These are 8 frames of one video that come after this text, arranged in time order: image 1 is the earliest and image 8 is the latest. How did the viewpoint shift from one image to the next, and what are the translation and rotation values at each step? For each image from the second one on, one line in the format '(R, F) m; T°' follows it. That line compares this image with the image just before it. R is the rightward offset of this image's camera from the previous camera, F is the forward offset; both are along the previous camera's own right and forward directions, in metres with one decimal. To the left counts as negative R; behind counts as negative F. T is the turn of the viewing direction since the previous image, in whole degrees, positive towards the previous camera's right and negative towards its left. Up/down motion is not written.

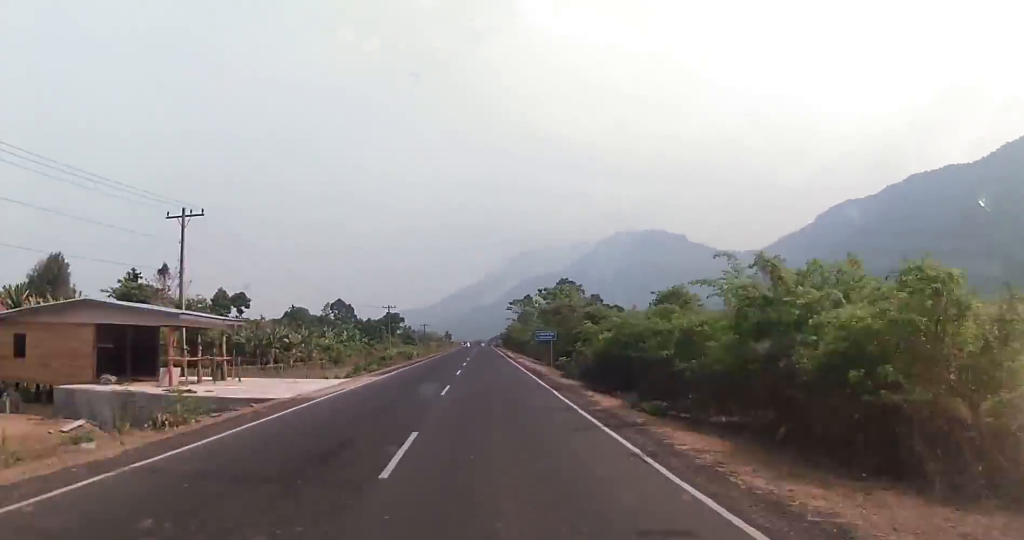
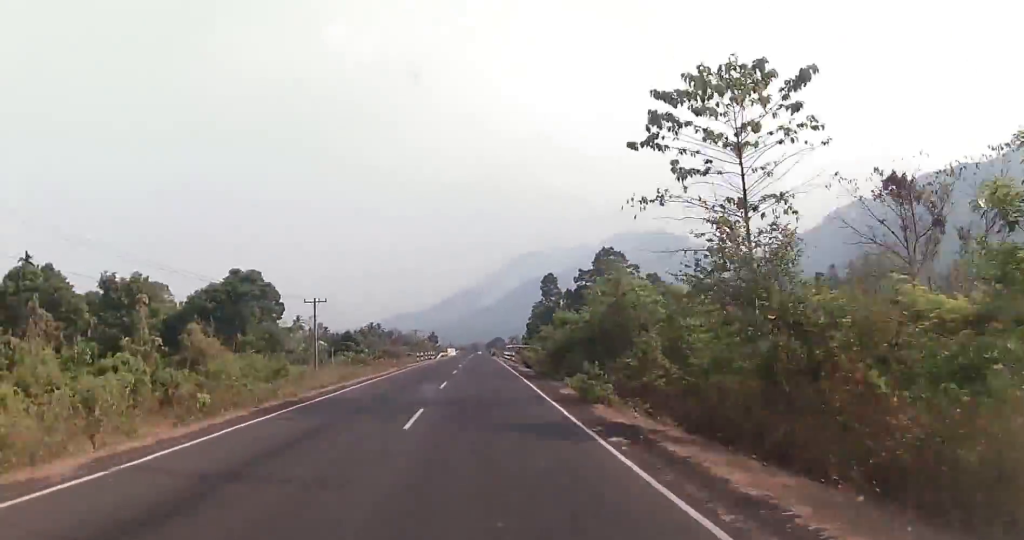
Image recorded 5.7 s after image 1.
(-0.1, +127.3) m; 0°
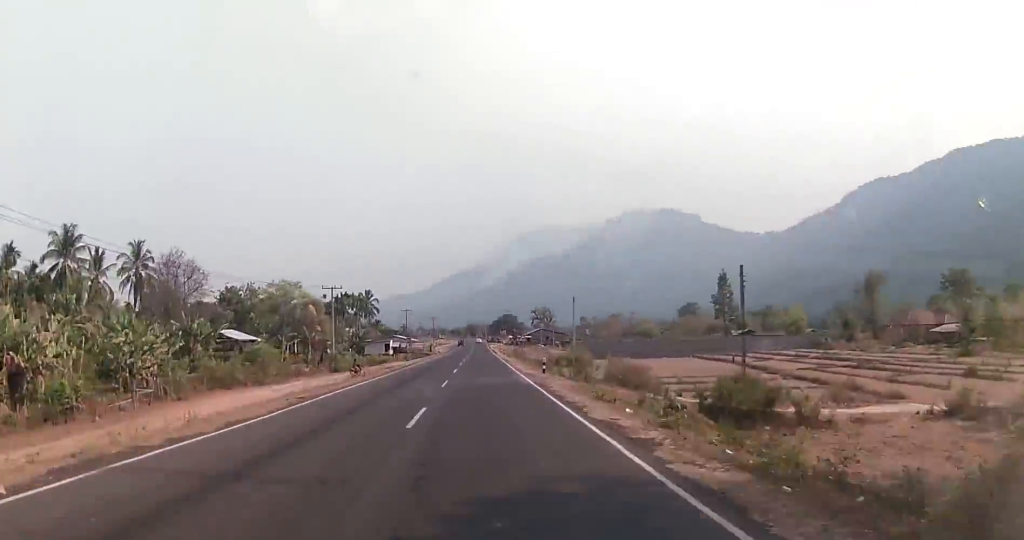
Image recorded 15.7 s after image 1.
(-0.5, +242.5) m; 0°
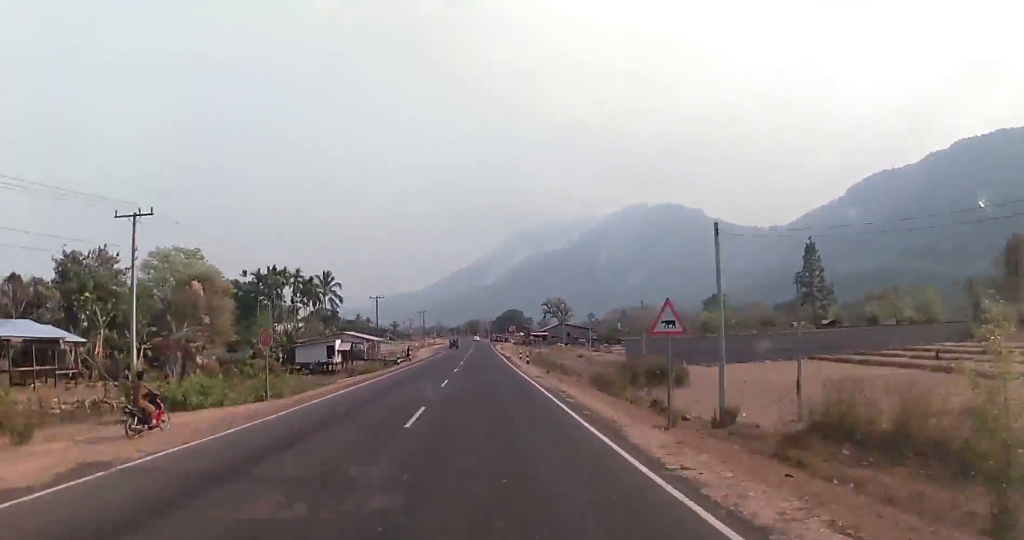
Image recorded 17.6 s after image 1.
(-0.1, +46.6) m; 0°
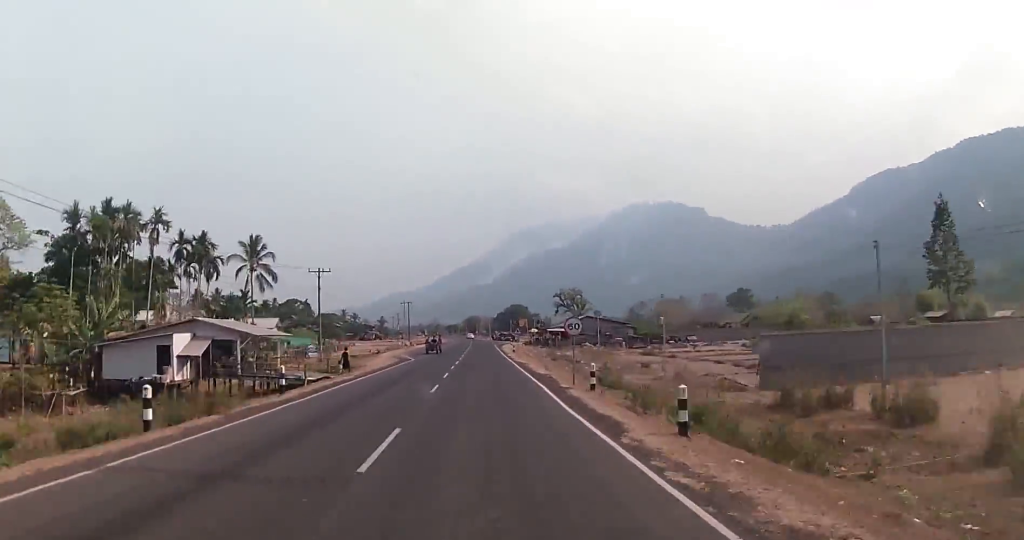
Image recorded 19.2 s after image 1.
(0.0, +40.0) m; 0°
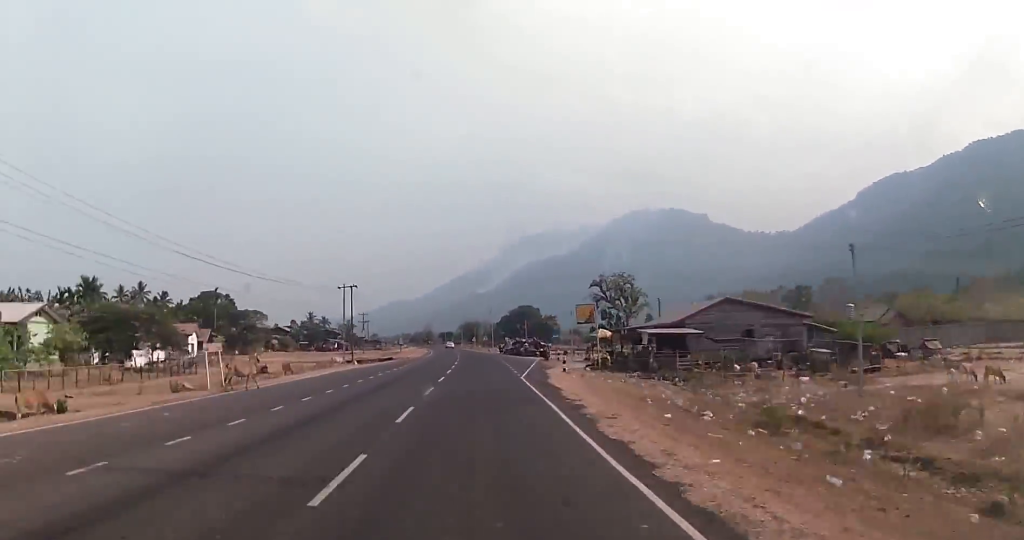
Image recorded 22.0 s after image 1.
(+0.5, +70.1) m; -1°
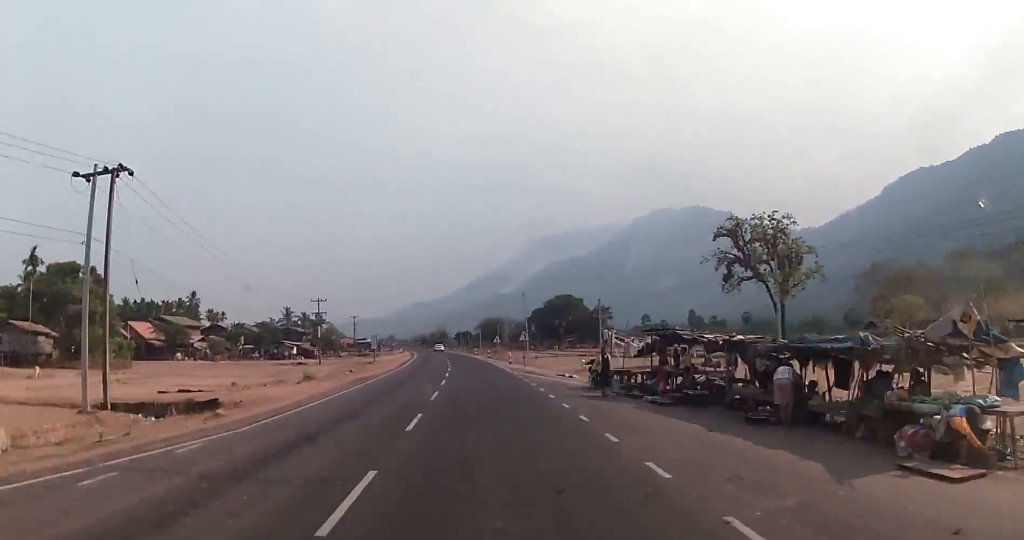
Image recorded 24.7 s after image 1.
(-1.6, +65.9) m; -2°
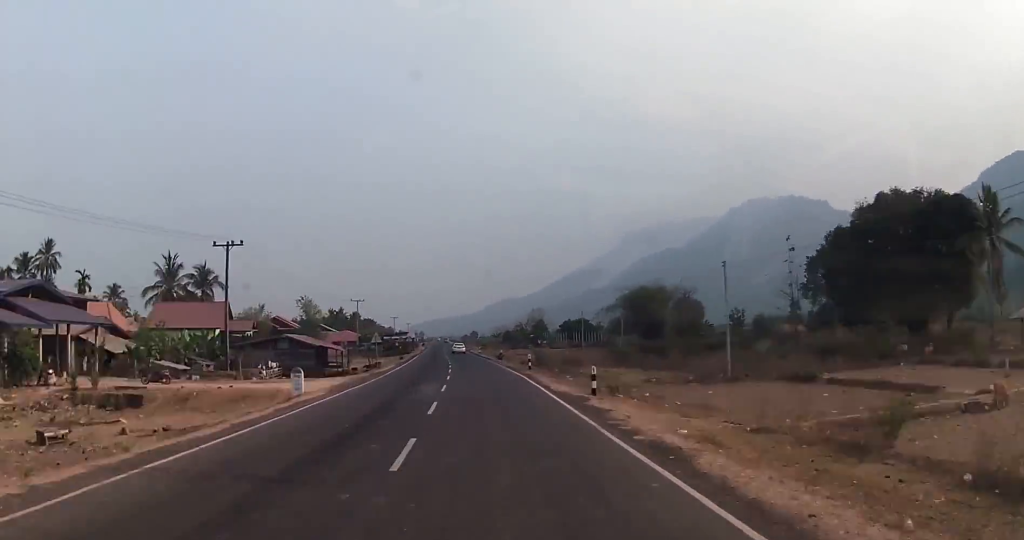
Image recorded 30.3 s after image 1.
(-5.9, +135.5) m; -6°
